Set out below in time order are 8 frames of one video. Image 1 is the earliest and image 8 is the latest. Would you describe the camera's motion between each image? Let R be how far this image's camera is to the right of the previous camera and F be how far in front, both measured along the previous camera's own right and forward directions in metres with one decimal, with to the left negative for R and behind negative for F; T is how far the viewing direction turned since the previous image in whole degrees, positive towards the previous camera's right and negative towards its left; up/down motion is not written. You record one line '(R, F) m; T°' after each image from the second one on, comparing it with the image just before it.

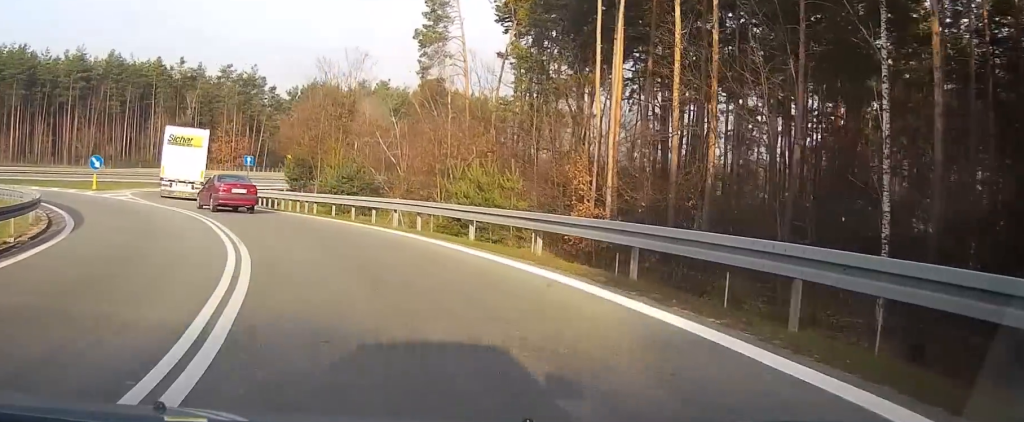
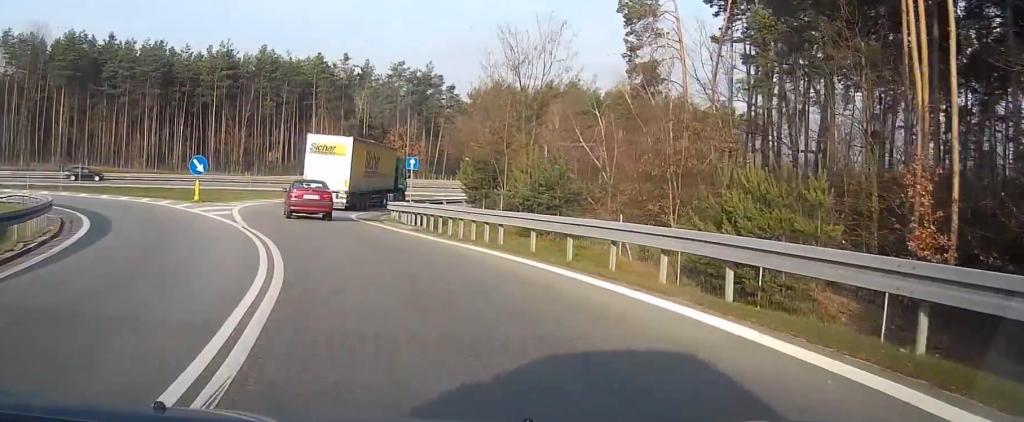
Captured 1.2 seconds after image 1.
(-1.3, +12.6) m; -11°
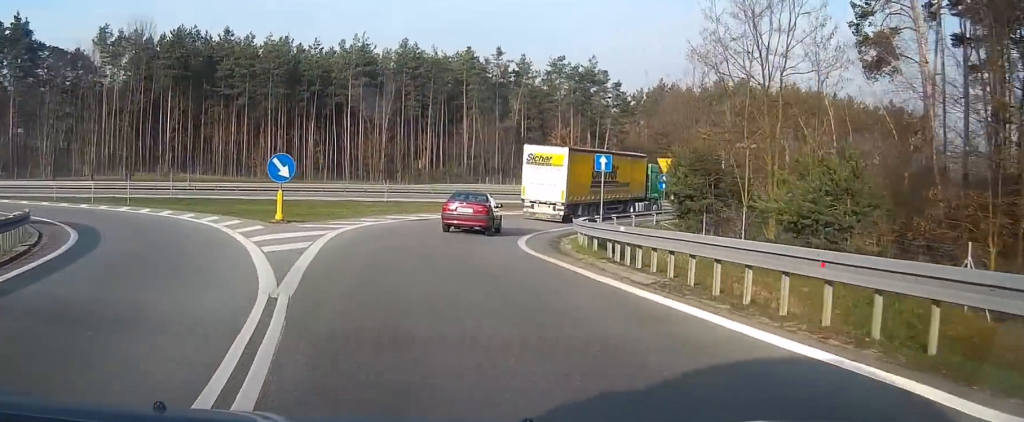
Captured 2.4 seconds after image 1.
(-1.4, +12.8) m; -10°
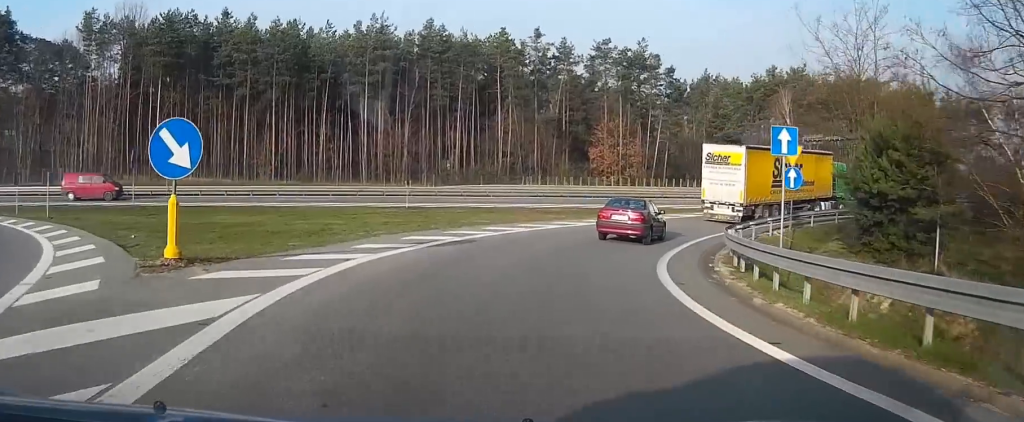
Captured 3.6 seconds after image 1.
(-1.0, +13.3) m; -5°
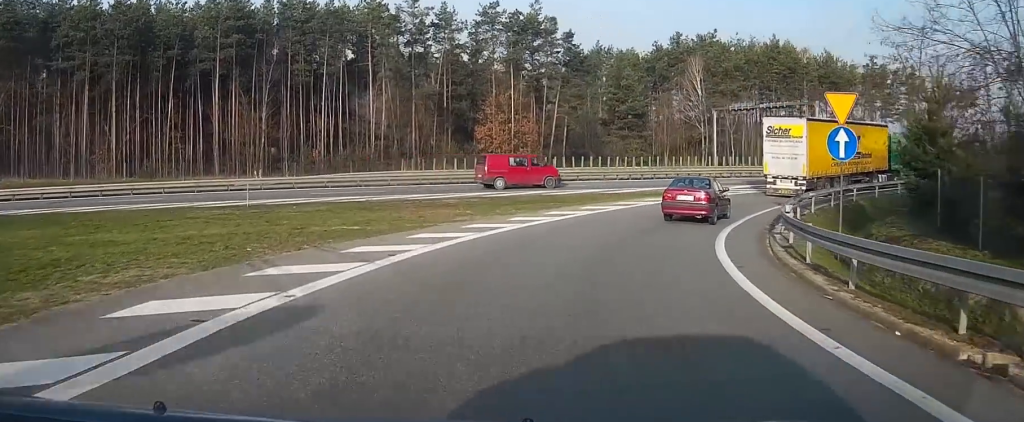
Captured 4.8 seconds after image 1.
(0.0, +13.0) m; +3°
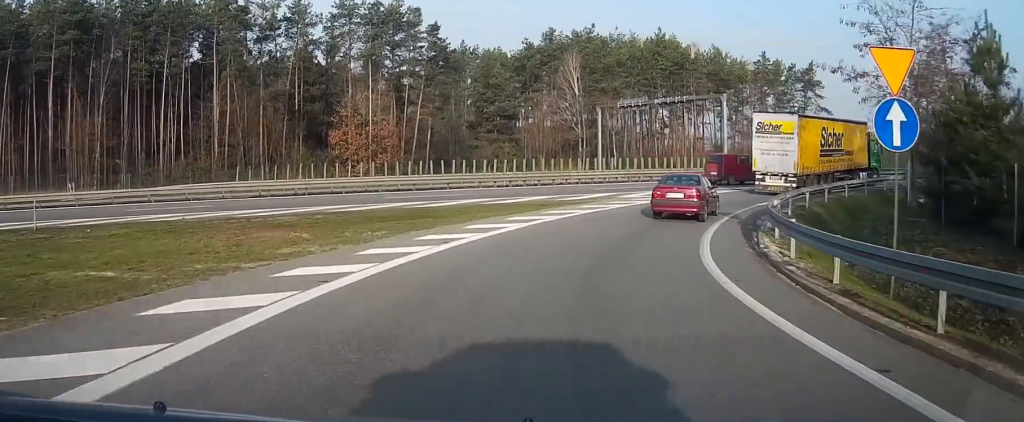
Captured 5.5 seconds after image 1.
(+0.4, +8.6) m; +7°
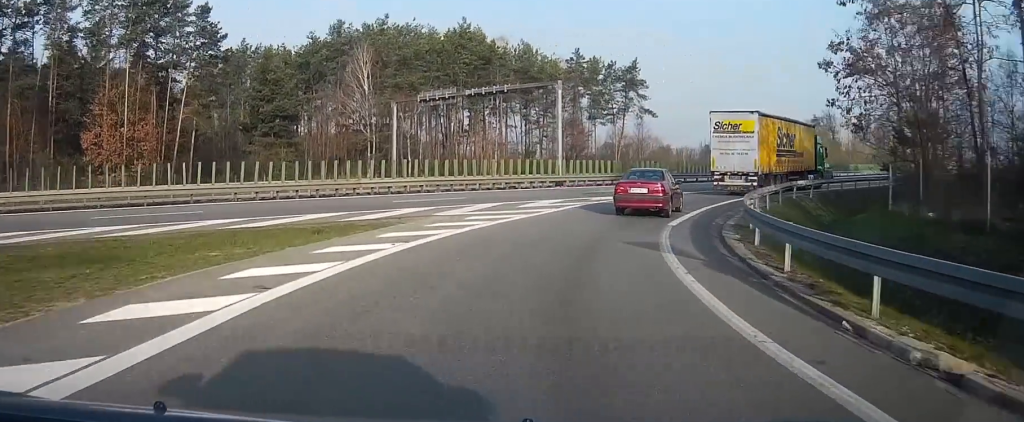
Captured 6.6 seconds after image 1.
(+1.4, +12.1) m; +15°
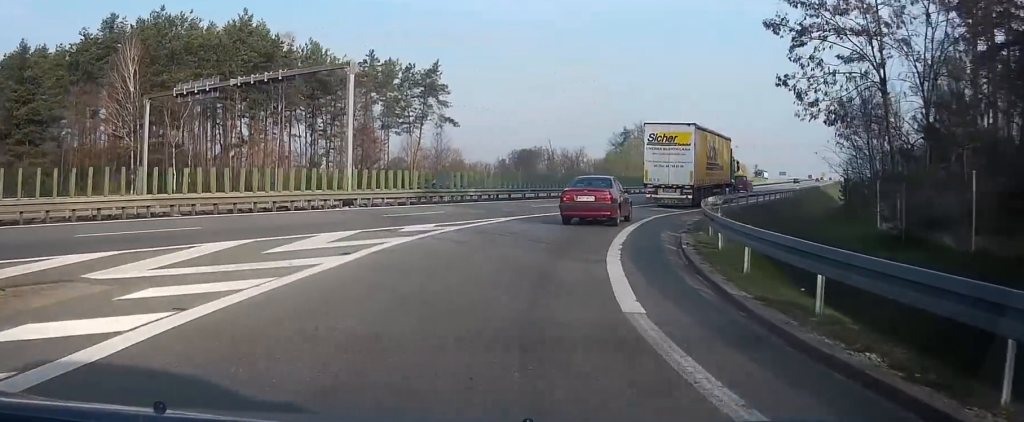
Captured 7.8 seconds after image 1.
(+1.8, +12.4) m; +18°
